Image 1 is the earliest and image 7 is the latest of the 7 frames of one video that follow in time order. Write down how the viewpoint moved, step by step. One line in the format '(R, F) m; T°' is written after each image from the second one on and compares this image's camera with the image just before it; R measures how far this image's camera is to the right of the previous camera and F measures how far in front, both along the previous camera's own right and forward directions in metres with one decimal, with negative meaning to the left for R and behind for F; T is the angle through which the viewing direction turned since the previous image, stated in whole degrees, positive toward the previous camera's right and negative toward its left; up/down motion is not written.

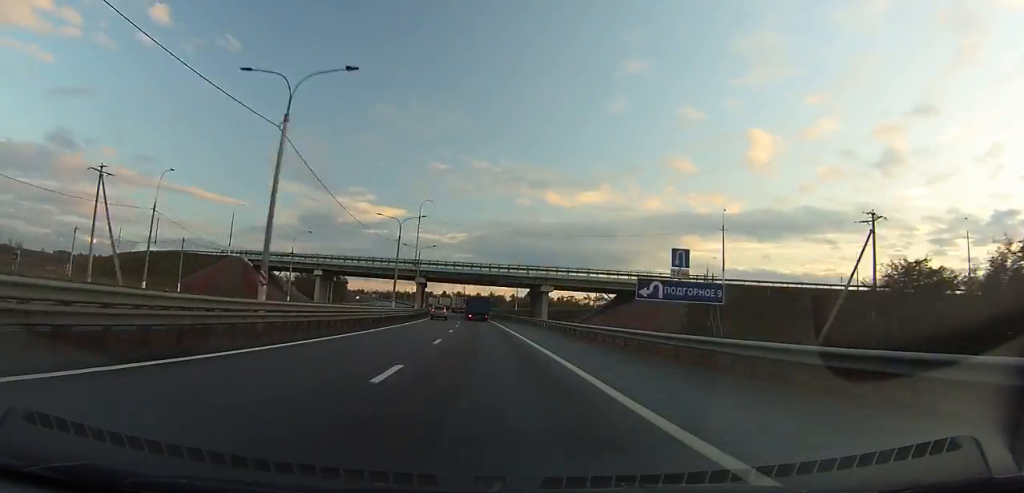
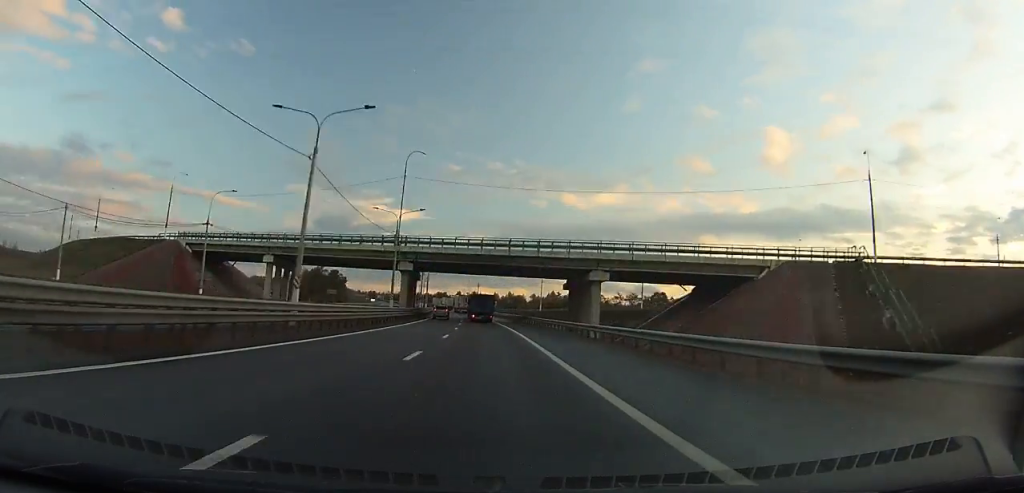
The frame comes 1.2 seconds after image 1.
(-0.3, +30.7) m; -1°
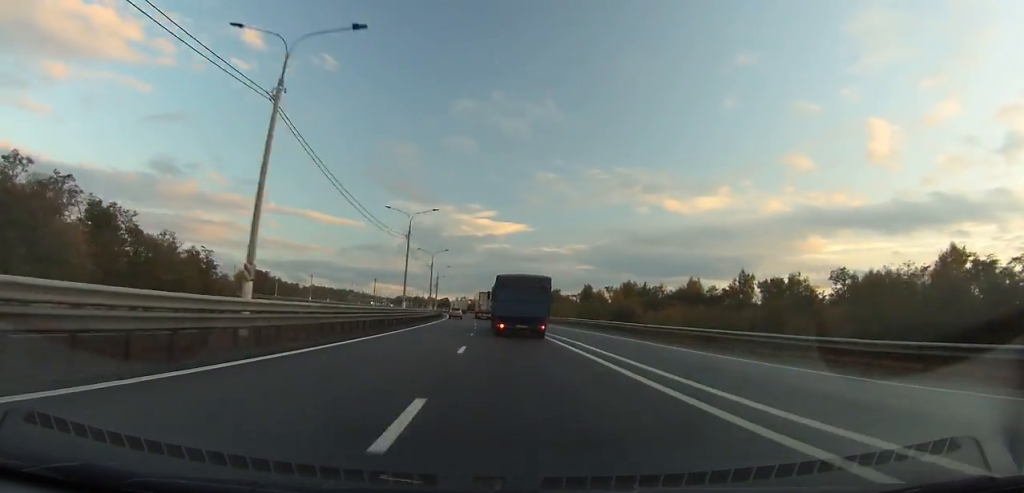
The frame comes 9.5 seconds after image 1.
(-19.8, +209.1) m; -11°
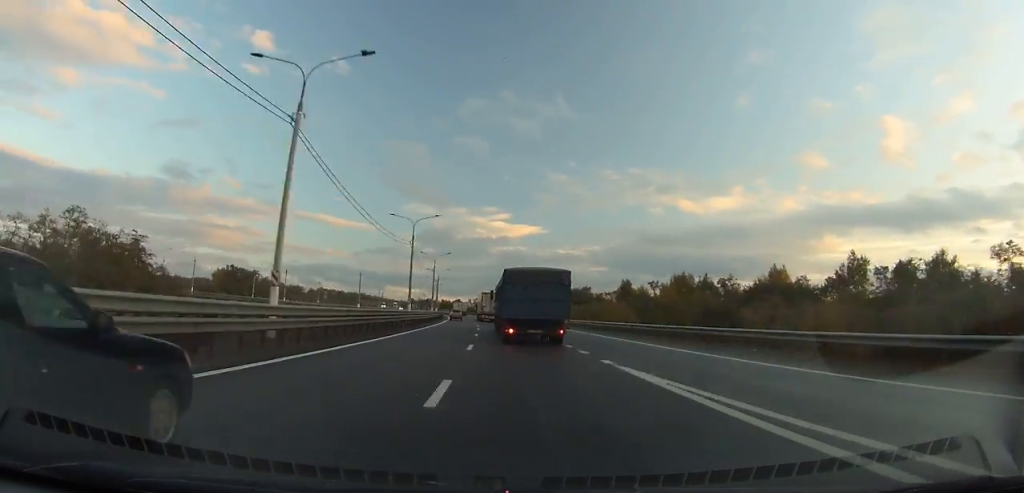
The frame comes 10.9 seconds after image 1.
(0.0, +34.7) m; -2°
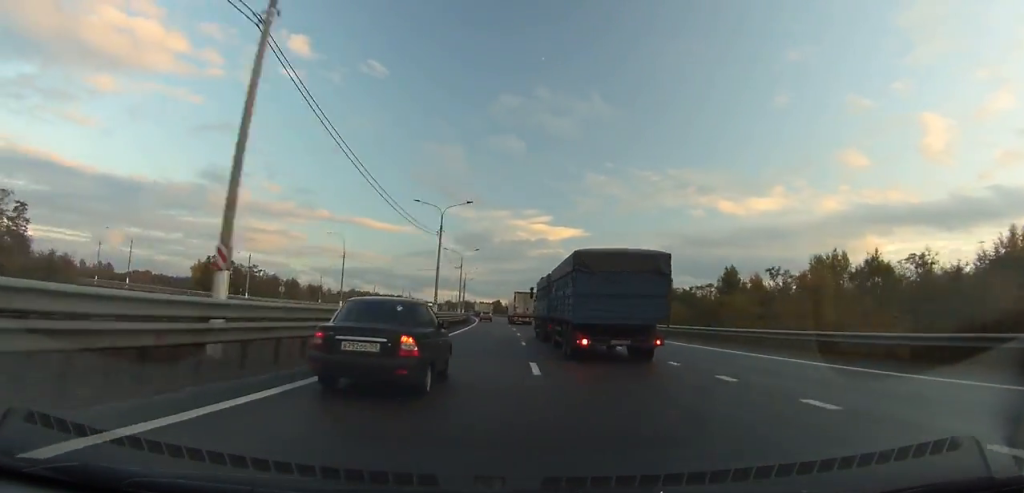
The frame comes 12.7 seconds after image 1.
(-1.3, +44.2) m; -2°
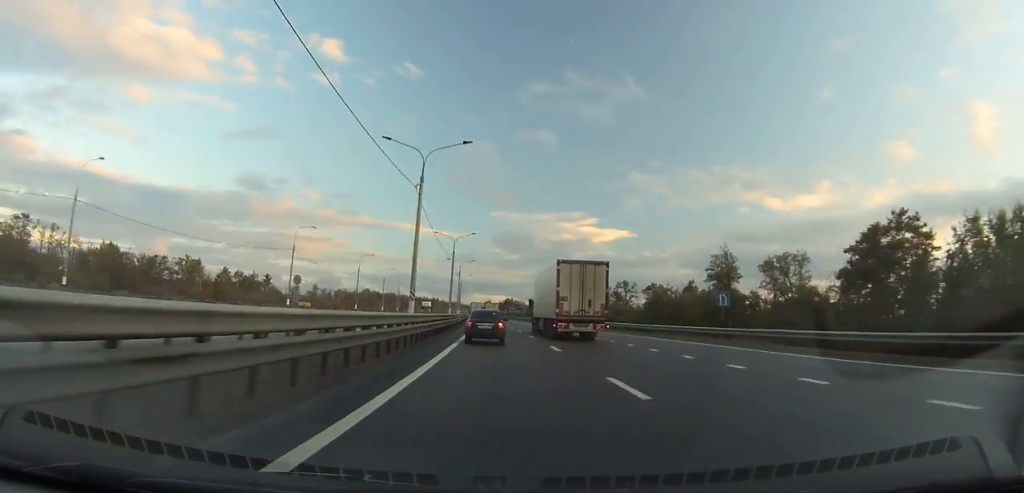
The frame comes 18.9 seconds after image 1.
(-8.1, +156.1) m; -6°
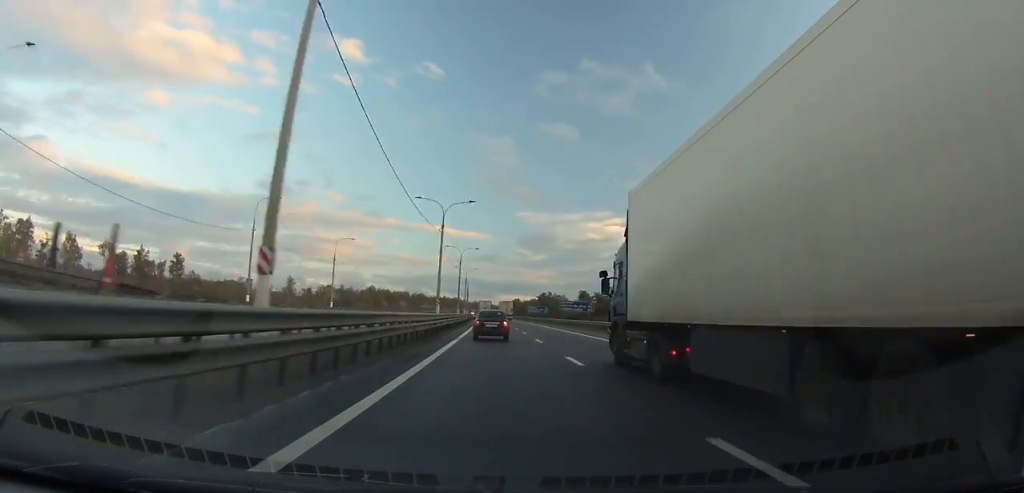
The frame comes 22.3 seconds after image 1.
(-2.5, +90.1) m; -3°
